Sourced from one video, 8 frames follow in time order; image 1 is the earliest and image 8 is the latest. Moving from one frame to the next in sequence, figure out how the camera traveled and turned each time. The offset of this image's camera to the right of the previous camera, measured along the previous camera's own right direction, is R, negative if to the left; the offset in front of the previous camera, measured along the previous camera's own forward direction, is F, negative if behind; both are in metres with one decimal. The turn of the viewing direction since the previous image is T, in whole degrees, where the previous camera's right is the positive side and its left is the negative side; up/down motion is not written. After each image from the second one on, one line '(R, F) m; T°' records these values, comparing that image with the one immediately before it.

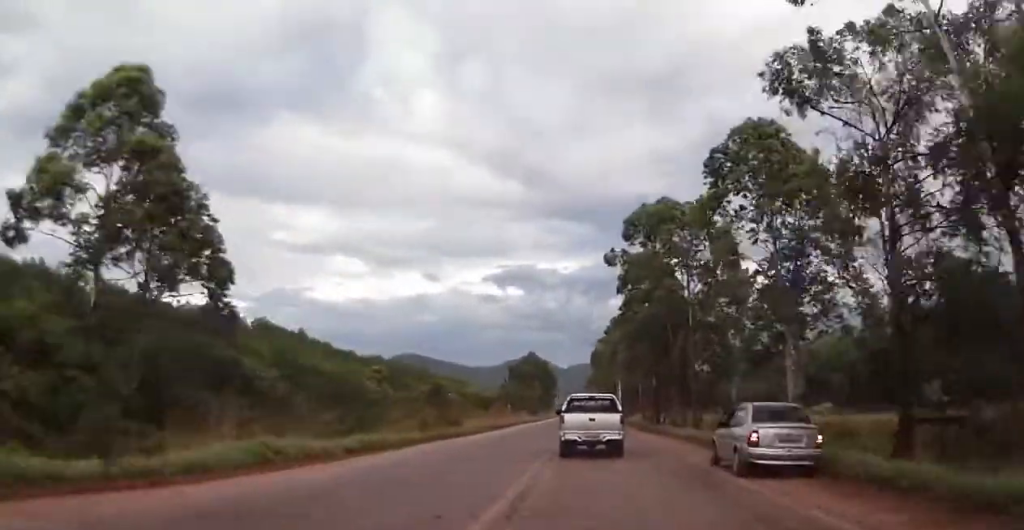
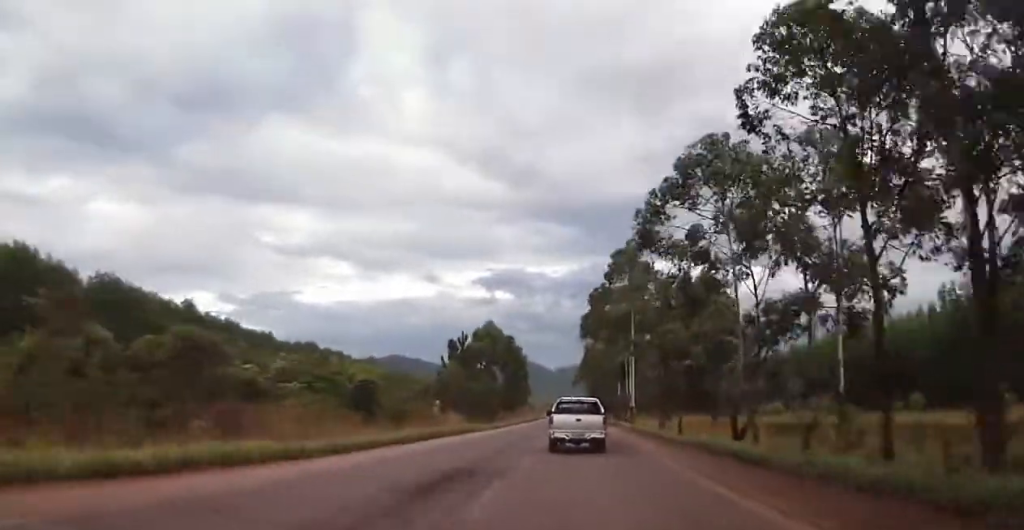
(0.0, +51.1) m; 0°
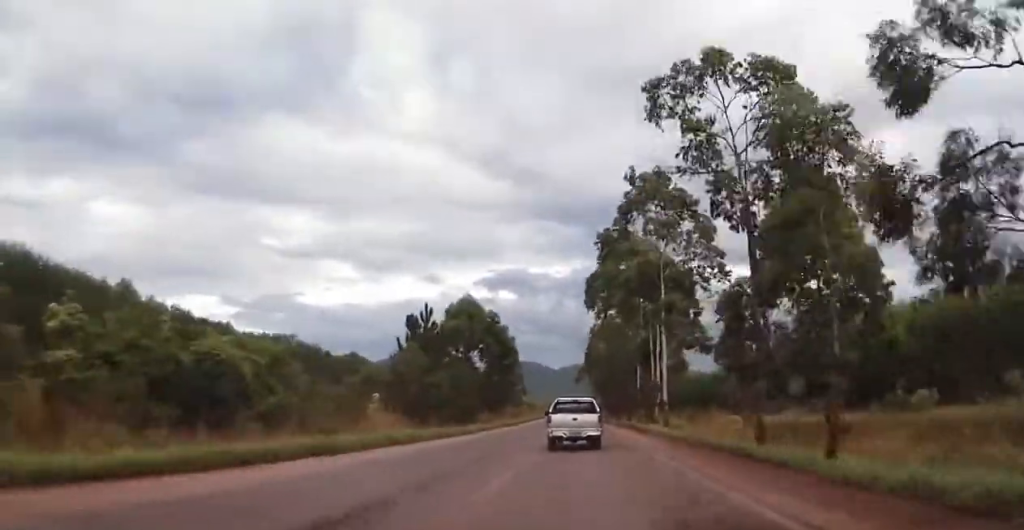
(+0.4, +21.9) m; +1°
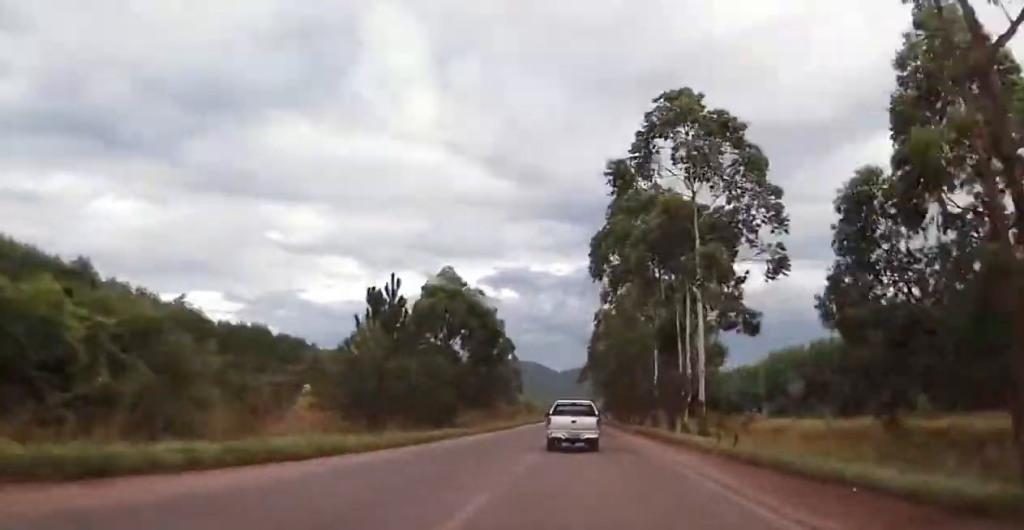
(-0.1, +12.6) m; 0°
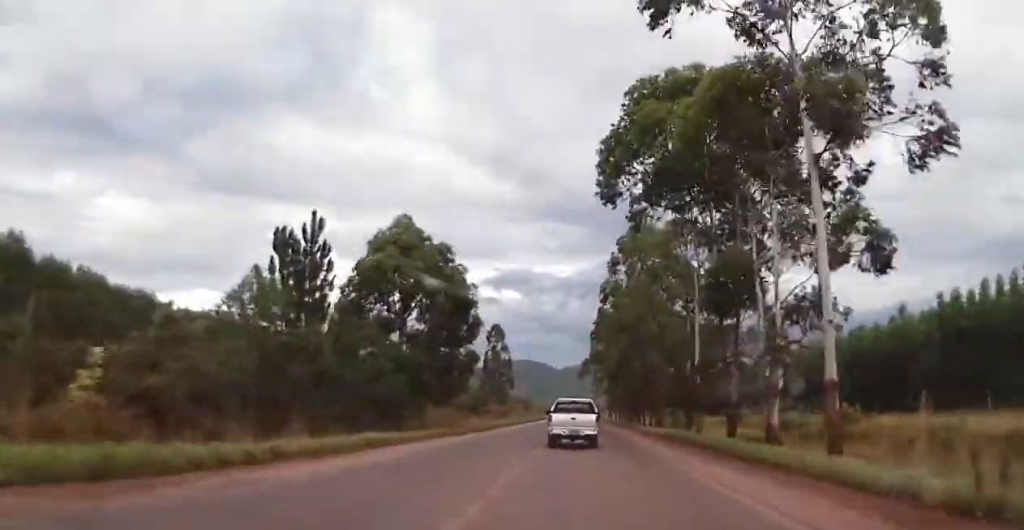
(-0.1, +16.4) m; 0°
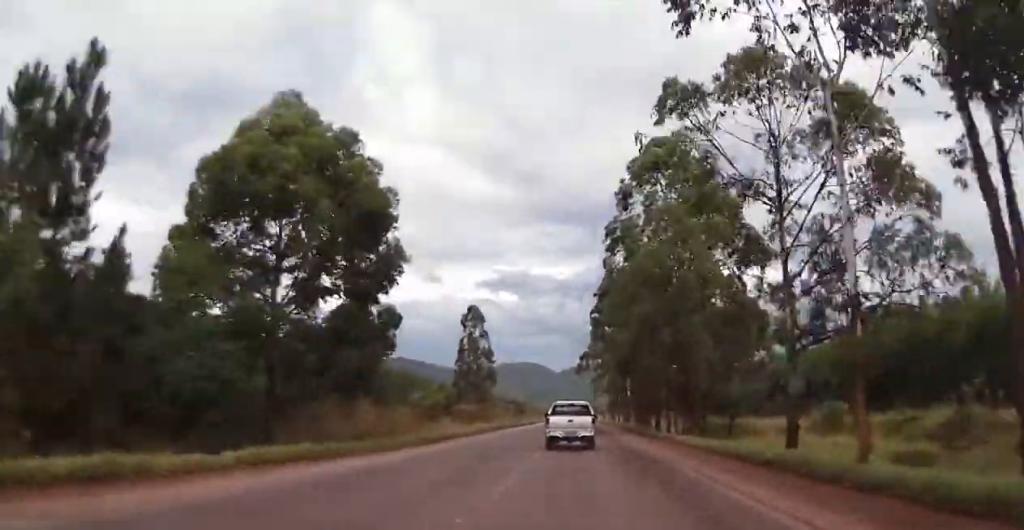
(0.0, +18.7) m; 0°
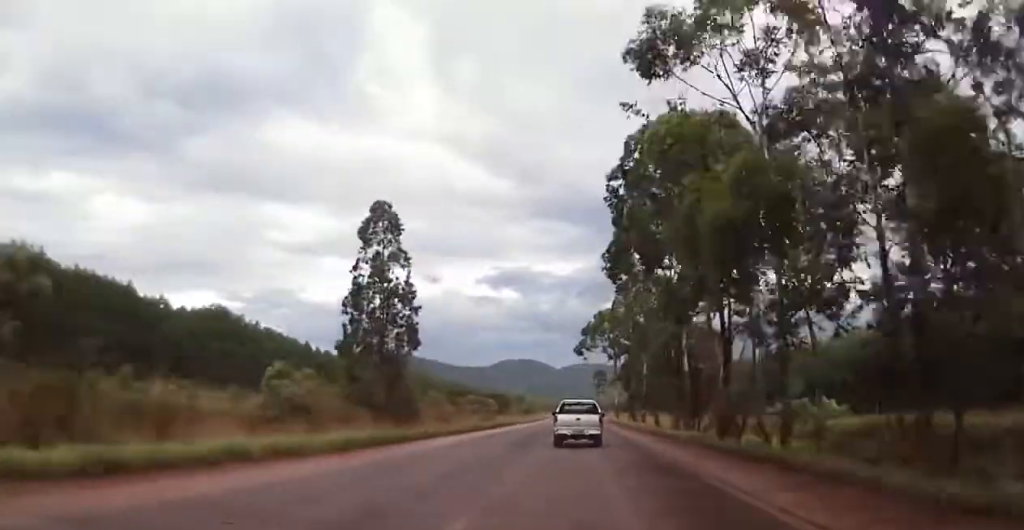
(+0.6, +38.0) m; +1°
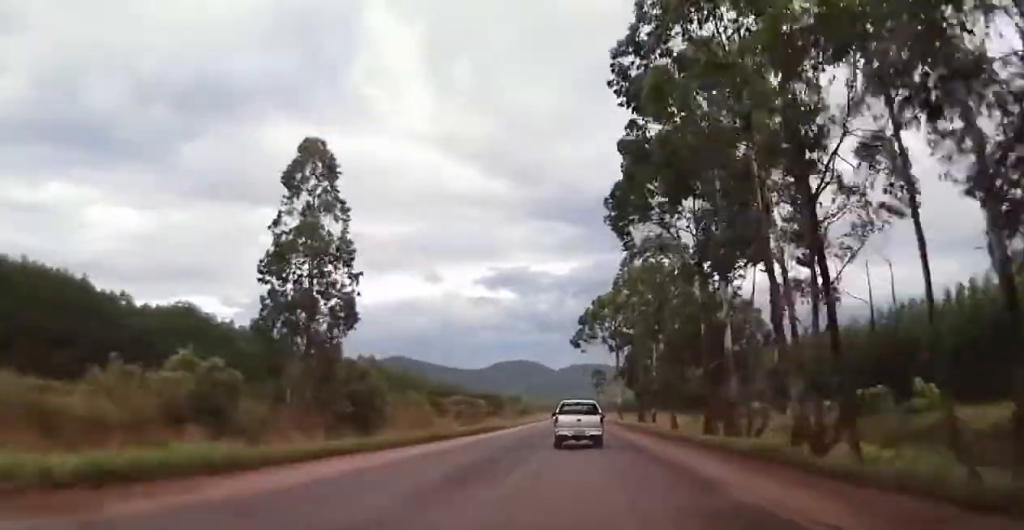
(0.0, +10.8) m; 0°
